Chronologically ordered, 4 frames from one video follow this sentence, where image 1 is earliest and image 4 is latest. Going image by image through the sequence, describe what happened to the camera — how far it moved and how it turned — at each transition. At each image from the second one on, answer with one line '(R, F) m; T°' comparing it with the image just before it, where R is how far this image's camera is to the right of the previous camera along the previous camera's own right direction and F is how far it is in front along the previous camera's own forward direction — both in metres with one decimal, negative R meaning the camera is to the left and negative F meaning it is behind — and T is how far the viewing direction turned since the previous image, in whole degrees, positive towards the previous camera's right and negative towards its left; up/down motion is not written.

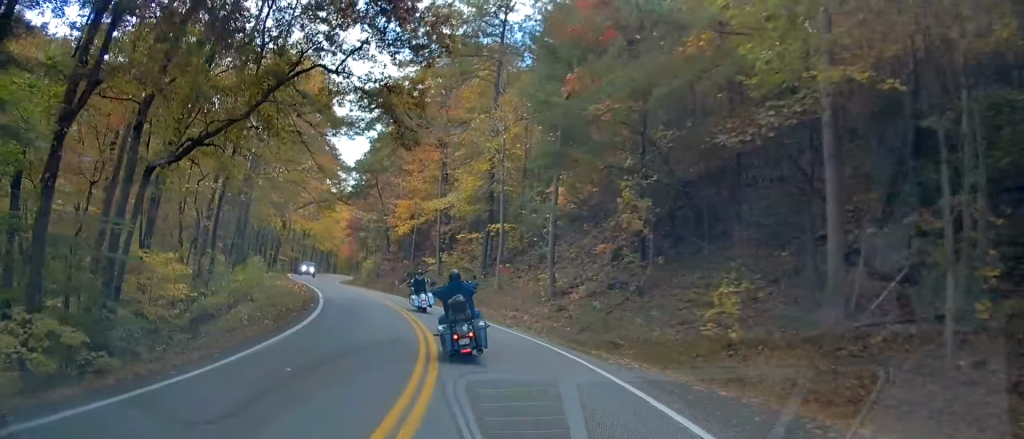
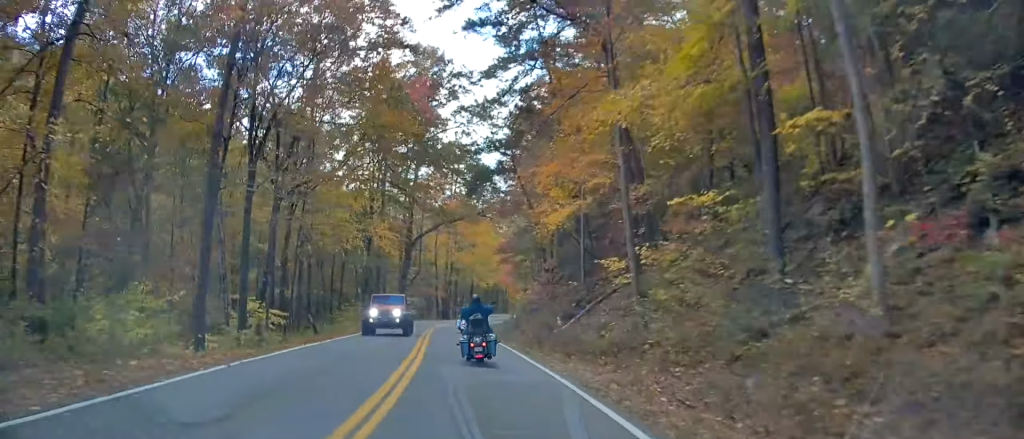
(-2.9, +26.8) m; -13°
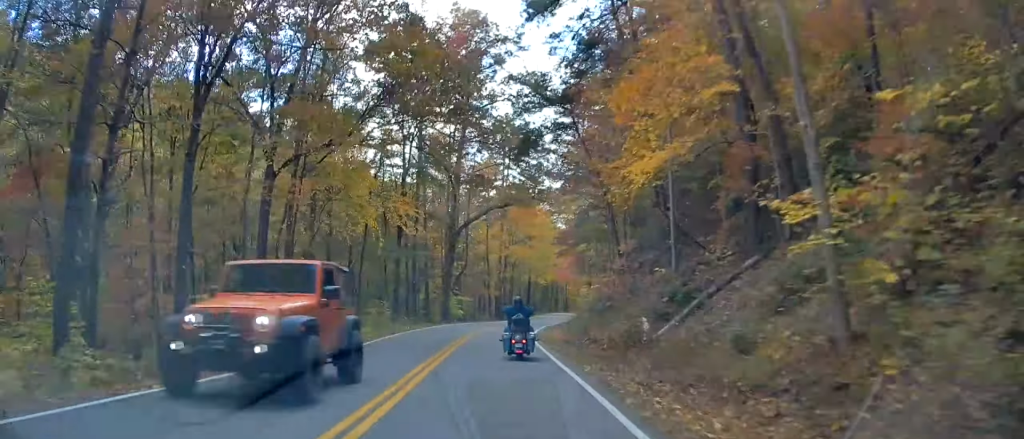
(-0.2, +10.2) m; -5°
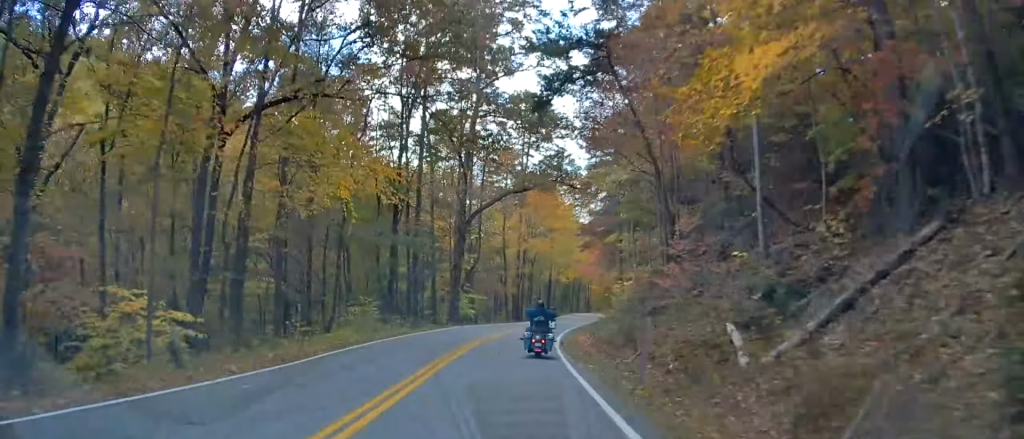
(-0.5, +8.5) m; -2°
